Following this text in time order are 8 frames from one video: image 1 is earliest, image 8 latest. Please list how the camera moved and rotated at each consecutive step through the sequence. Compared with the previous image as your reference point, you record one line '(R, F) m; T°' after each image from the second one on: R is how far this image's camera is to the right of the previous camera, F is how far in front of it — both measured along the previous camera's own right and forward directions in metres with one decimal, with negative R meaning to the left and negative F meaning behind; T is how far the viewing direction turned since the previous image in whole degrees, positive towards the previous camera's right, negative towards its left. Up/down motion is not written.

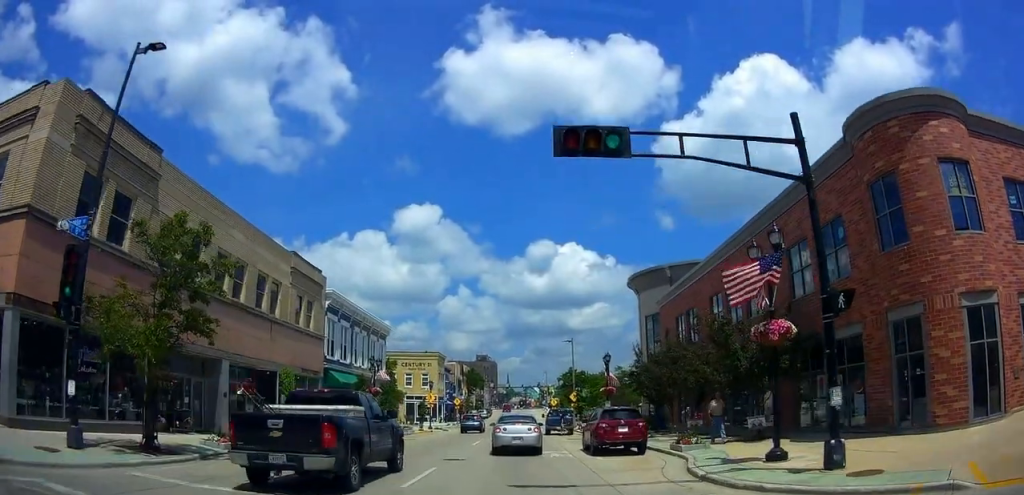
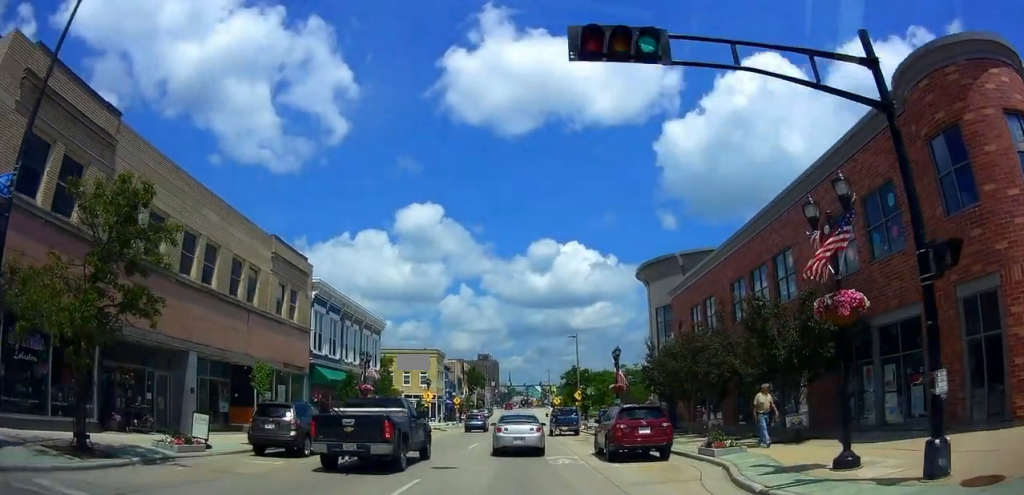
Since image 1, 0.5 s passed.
(0.0, +3.3) m; 0°
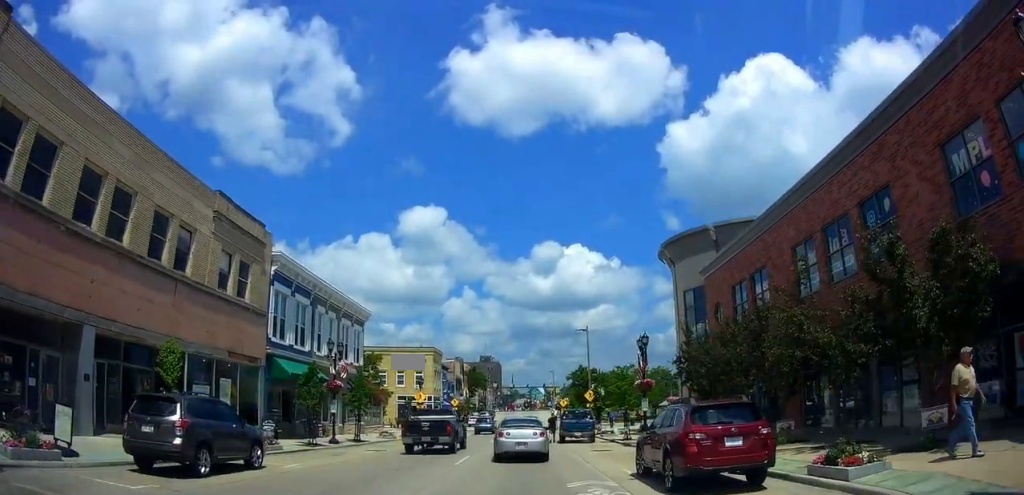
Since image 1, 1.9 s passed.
(0.0, +5.1) m; -2°
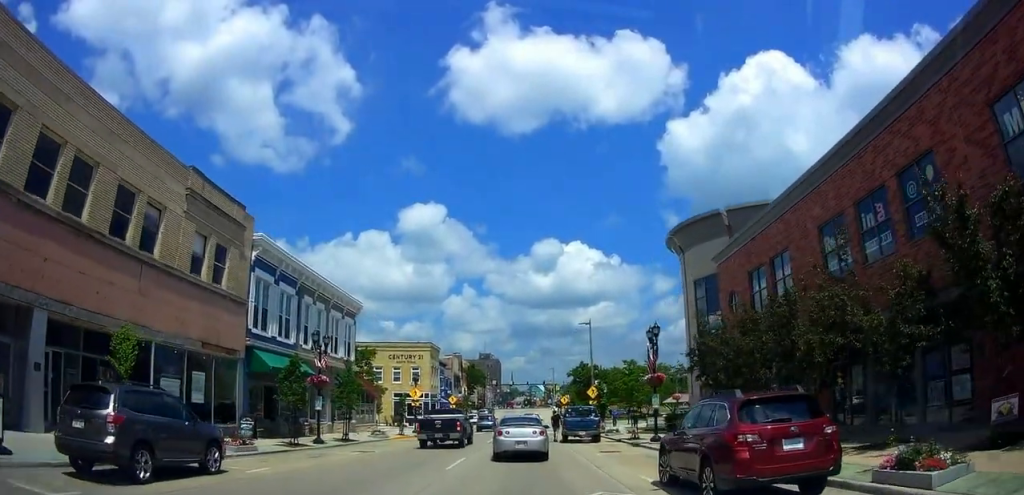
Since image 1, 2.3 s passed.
(0.0, +1.5) m; -4°
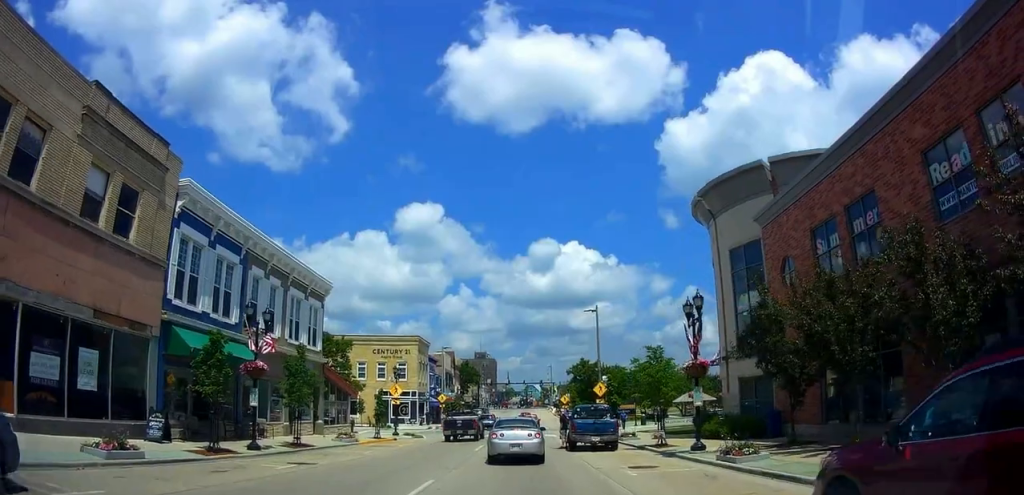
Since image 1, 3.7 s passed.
(-0.5, +5.8) m; -3°
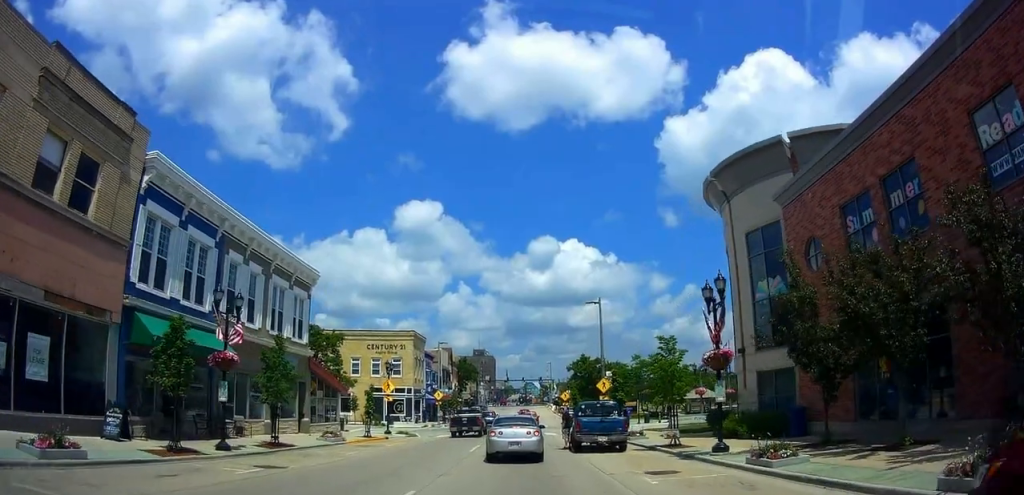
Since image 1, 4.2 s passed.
(+0.1, +2.1) m; +3°
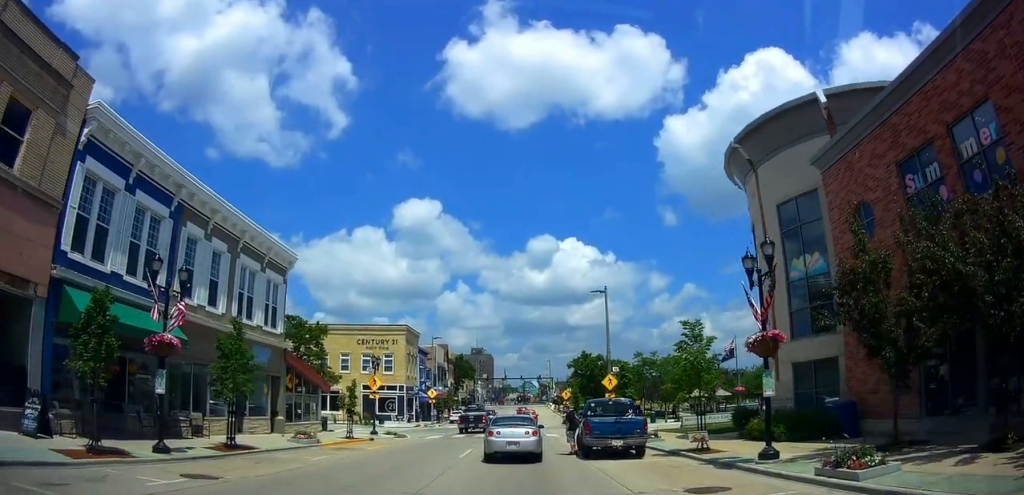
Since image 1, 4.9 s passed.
(+0.2, +3.4) m; +4°
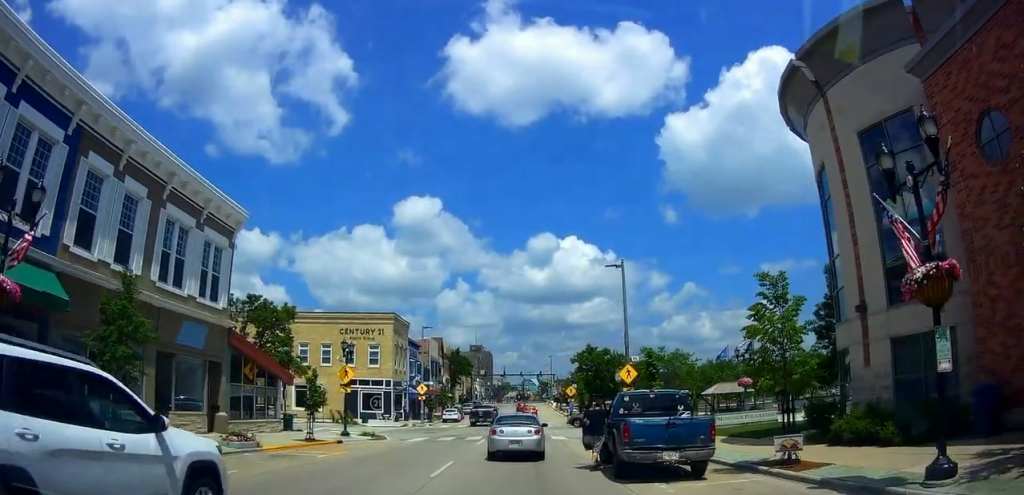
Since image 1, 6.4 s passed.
(+0.2, +6.2) m; +2°
